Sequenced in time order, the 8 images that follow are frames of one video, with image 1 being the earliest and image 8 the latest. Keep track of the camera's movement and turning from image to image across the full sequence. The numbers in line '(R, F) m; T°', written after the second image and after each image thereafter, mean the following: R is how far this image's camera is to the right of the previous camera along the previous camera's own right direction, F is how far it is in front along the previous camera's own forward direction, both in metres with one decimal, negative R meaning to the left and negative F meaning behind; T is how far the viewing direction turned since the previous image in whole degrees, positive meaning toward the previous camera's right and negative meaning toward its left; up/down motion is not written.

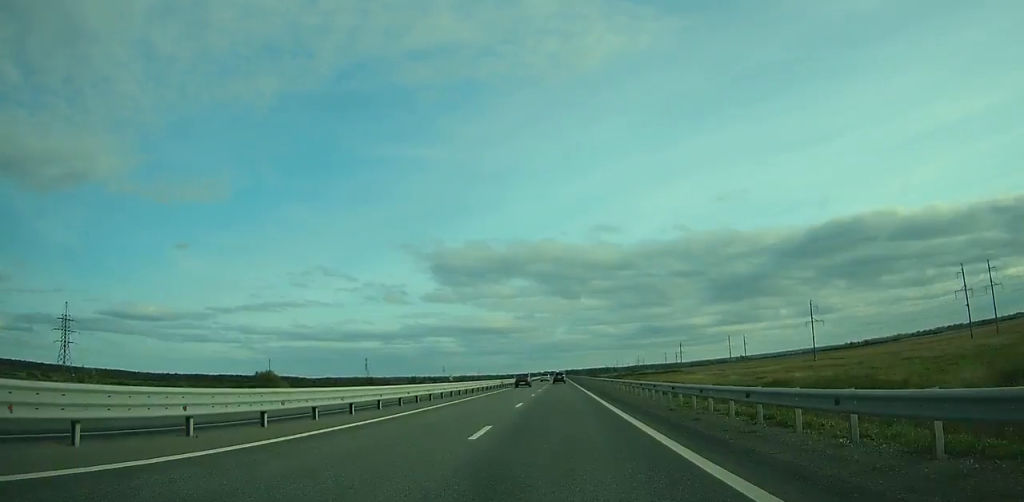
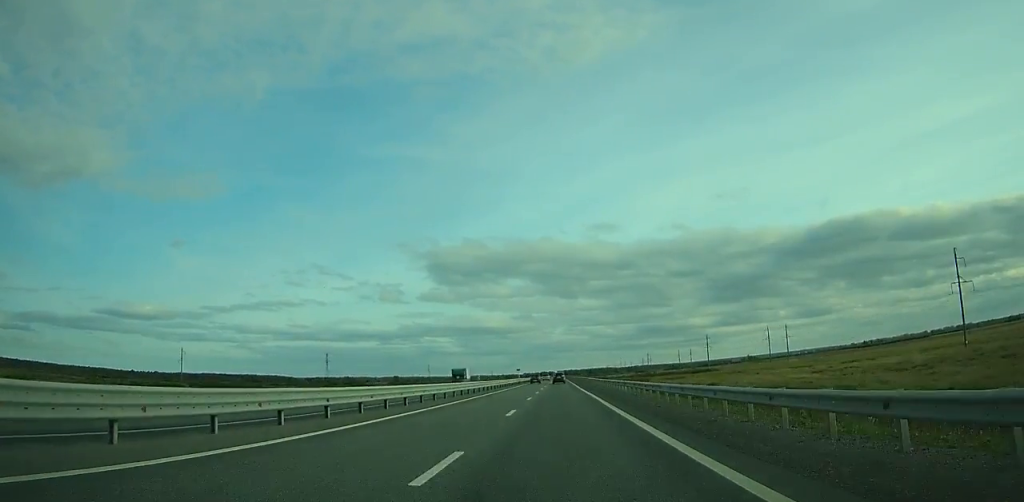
(-0.1, +90.1) m; 0°
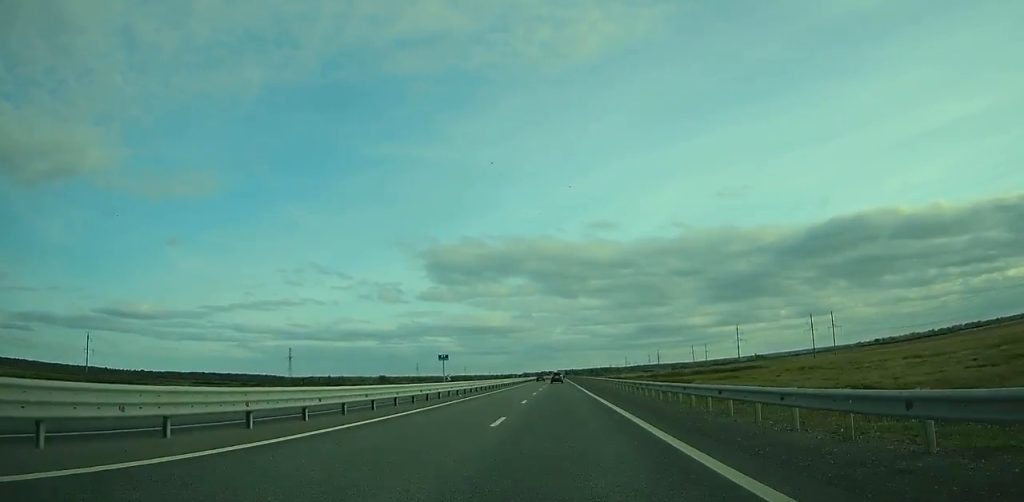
(0.0, +63.2) m; 0°
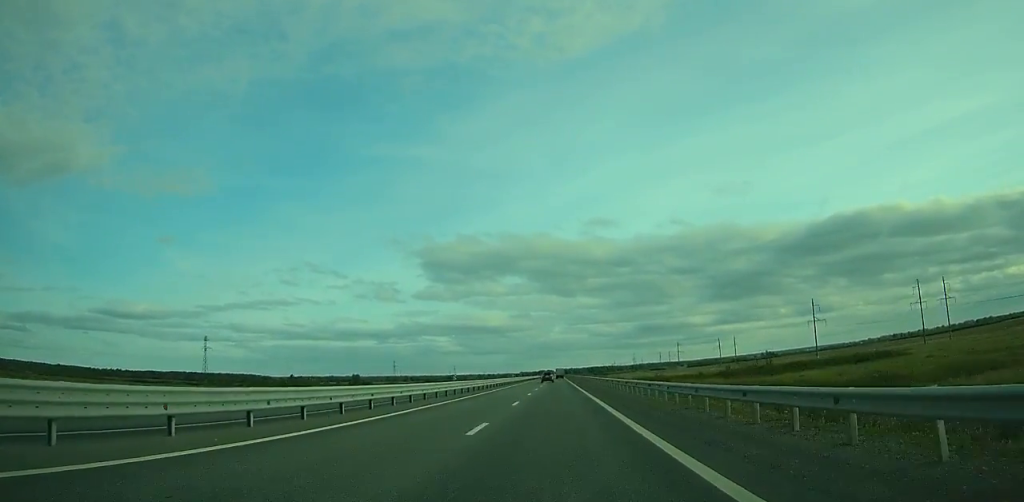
(+0.1, +99.3) m; 0°
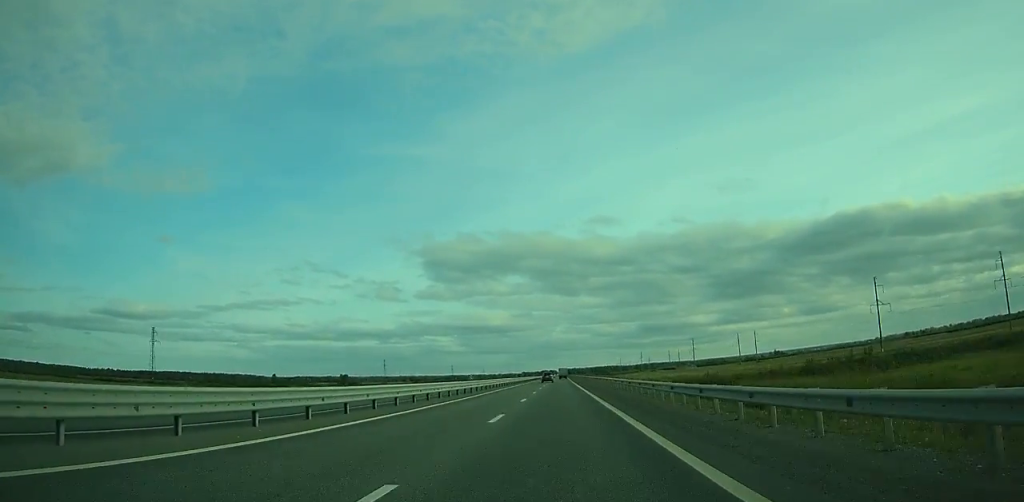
(0.0, +45.0) m; 0°
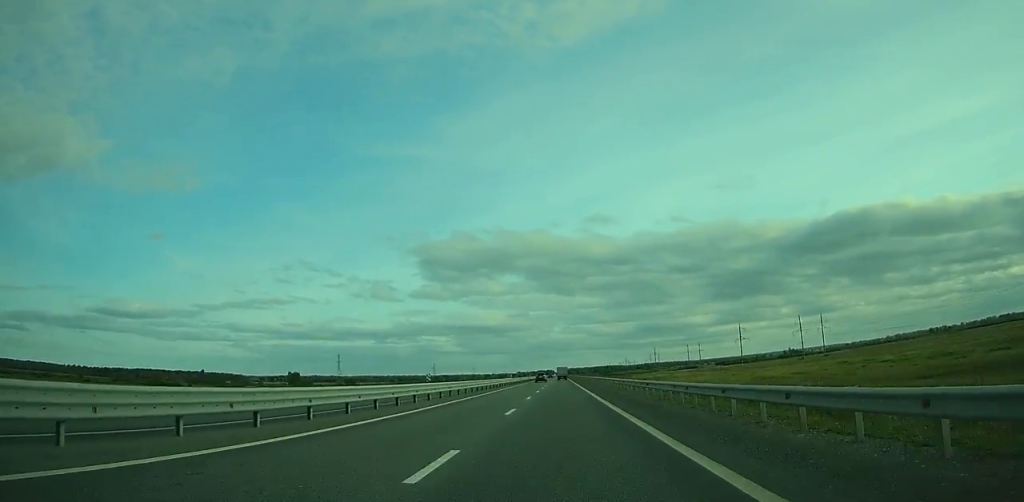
(0.0, +116.9) m; 0°
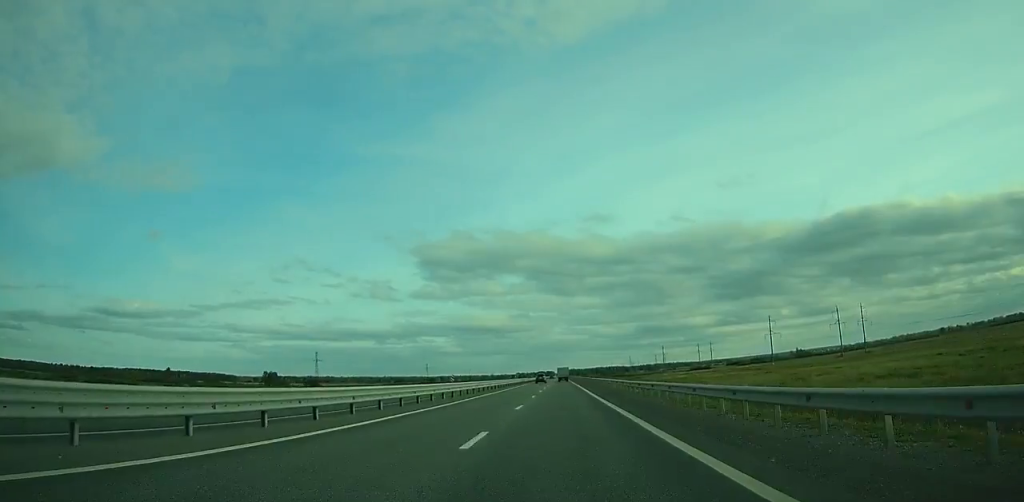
(0.0, +44.8) m; 0°
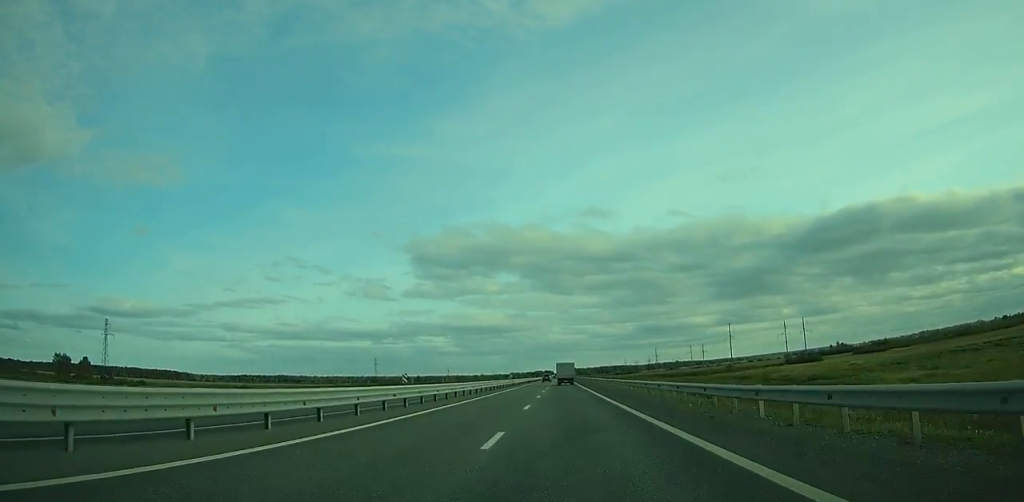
(+0.1, +216.7) m; 0°
